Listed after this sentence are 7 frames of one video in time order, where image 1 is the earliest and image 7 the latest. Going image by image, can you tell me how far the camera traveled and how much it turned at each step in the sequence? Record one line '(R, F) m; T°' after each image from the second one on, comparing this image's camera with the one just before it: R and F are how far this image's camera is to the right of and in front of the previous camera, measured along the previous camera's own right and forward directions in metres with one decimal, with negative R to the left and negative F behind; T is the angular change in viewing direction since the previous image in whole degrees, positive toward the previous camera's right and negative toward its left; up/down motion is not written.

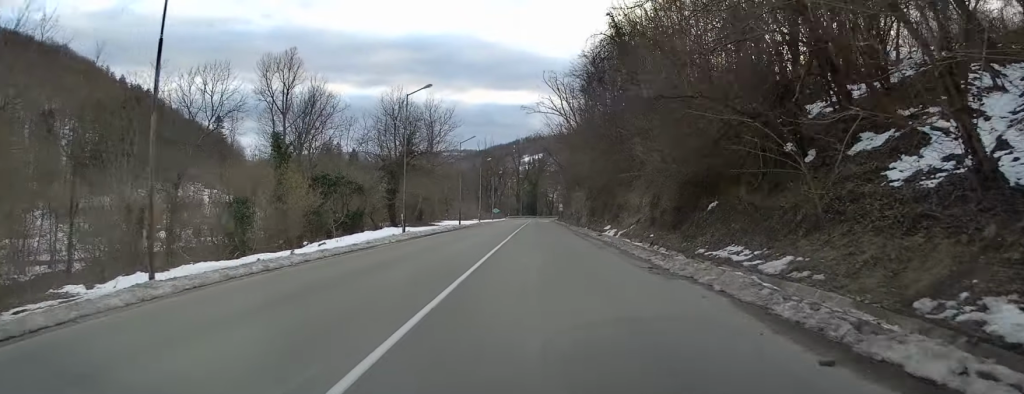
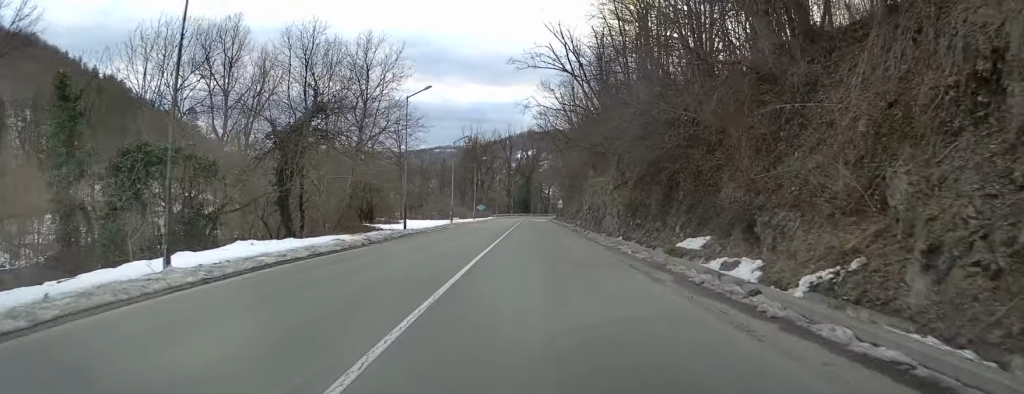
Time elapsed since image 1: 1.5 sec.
(+0.3, +23.0) m; +2°
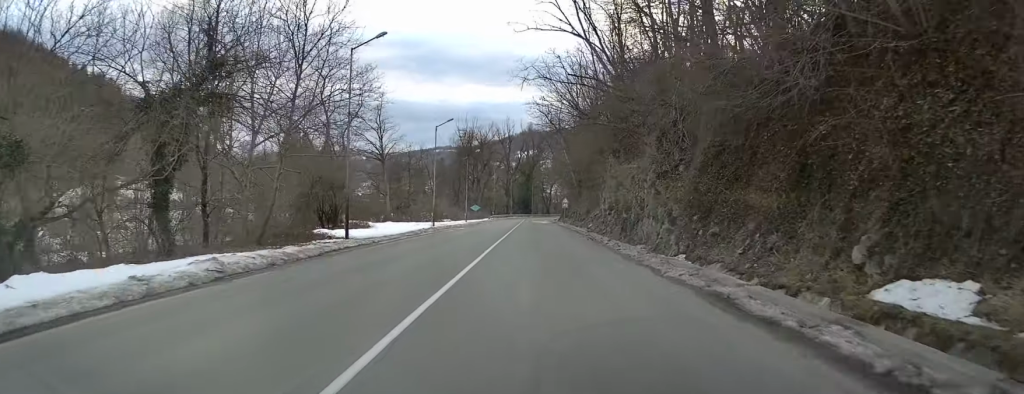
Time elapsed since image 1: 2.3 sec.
(+0.2, +11.5) m; 0°
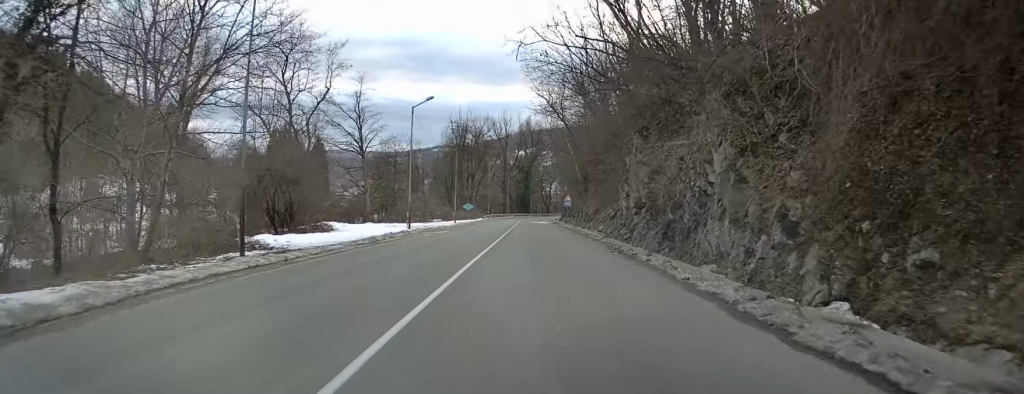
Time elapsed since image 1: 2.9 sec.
(-0.1, +9.1) m; 0°
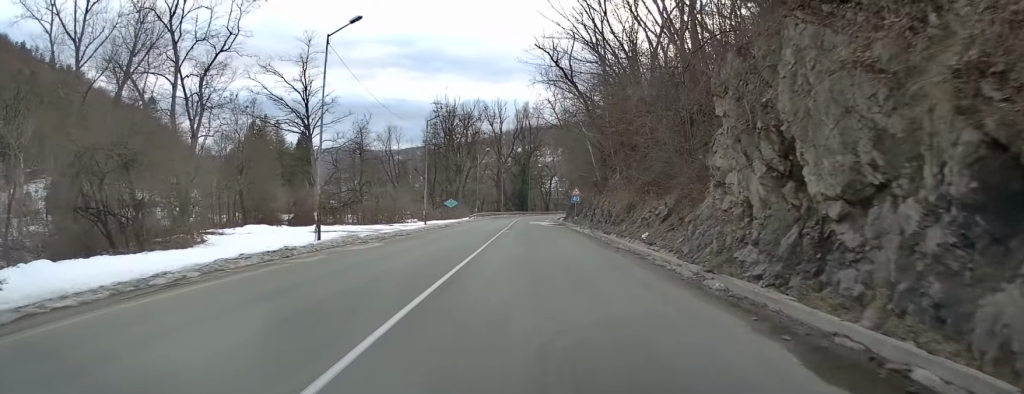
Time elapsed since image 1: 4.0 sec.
(-0.1, +16.8) m; -1°
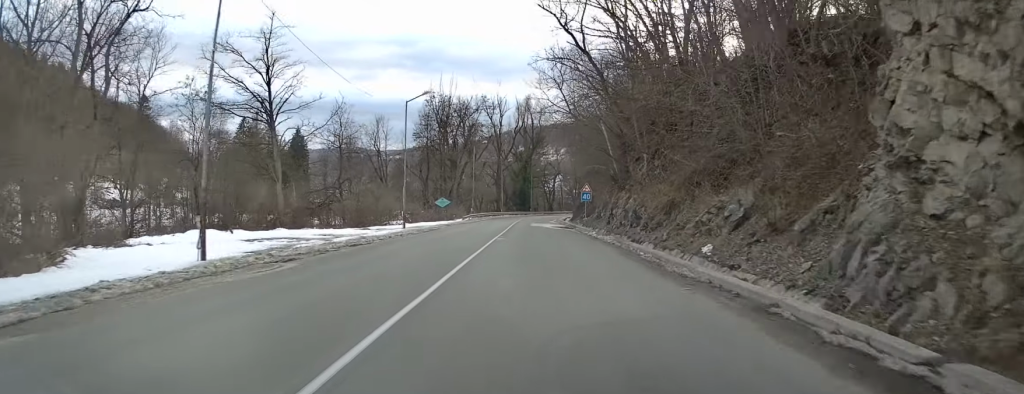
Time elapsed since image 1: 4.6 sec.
(0.0, +8.7) m; 0°
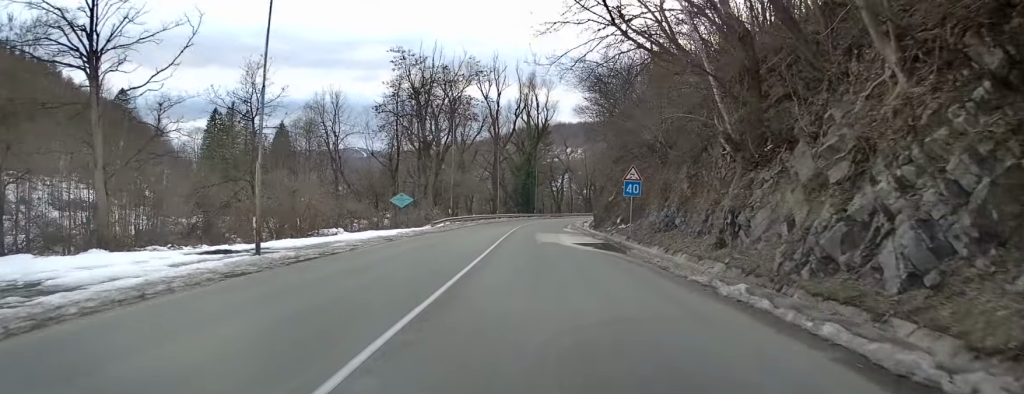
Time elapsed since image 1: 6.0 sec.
(0.0, +21.5) m; 0°
